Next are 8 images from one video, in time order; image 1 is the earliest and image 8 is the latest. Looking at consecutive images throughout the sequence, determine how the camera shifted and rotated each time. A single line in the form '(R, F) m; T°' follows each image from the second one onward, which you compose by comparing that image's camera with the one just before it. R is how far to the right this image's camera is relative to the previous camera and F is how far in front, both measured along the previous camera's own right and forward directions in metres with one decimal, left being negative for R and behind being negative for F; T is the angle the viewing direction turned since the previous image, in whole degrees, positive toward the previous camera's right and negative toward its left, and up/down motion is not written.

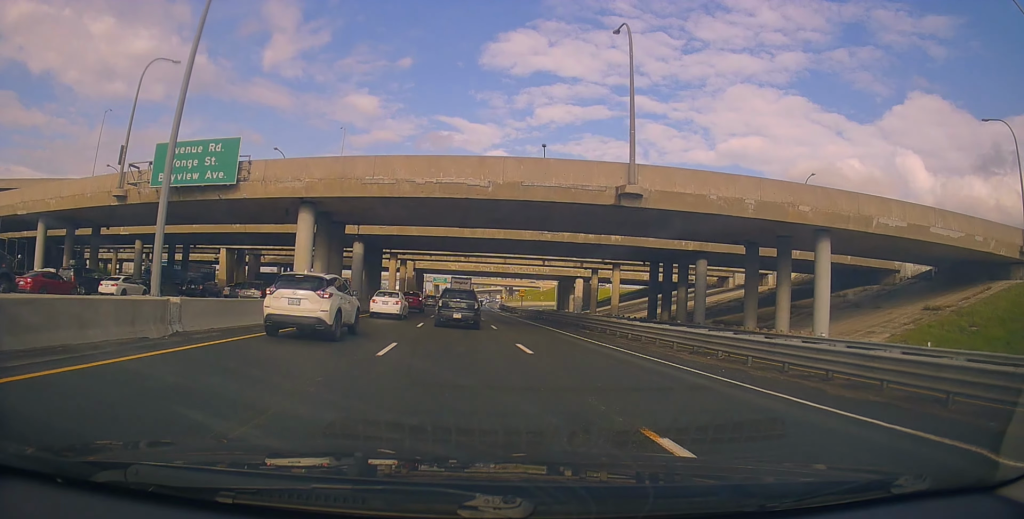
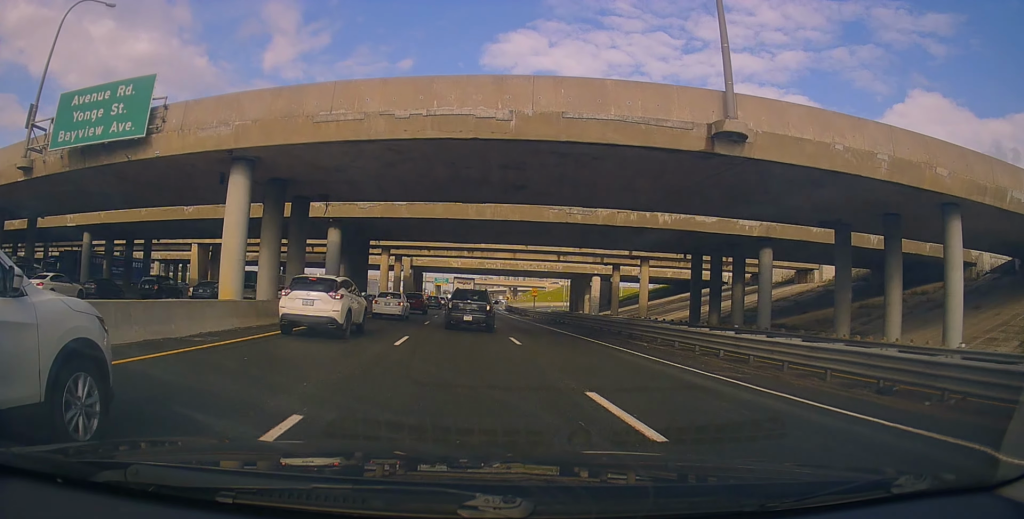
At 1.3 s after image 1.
(+0.1, +9.4) m; 0°
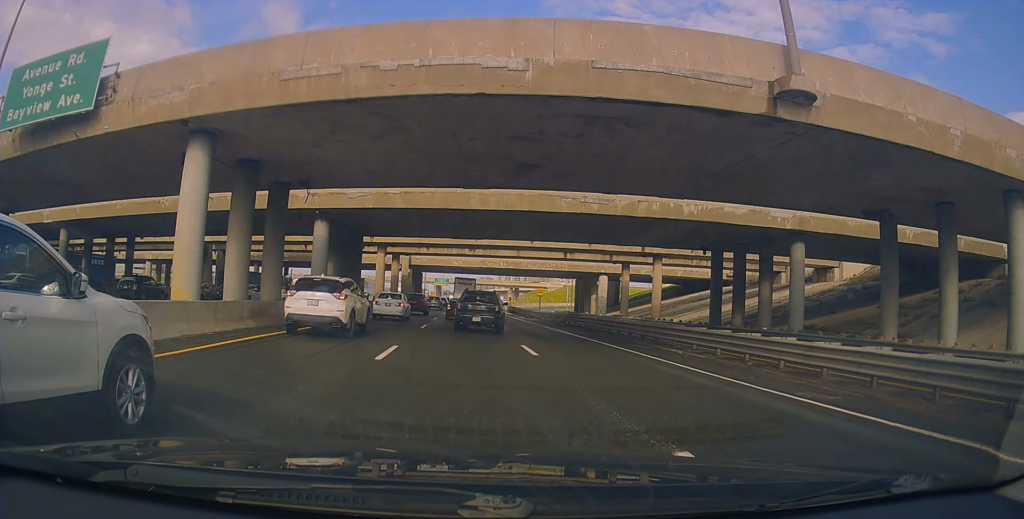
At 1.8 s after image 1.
(0.0, +3.6) m; 0°
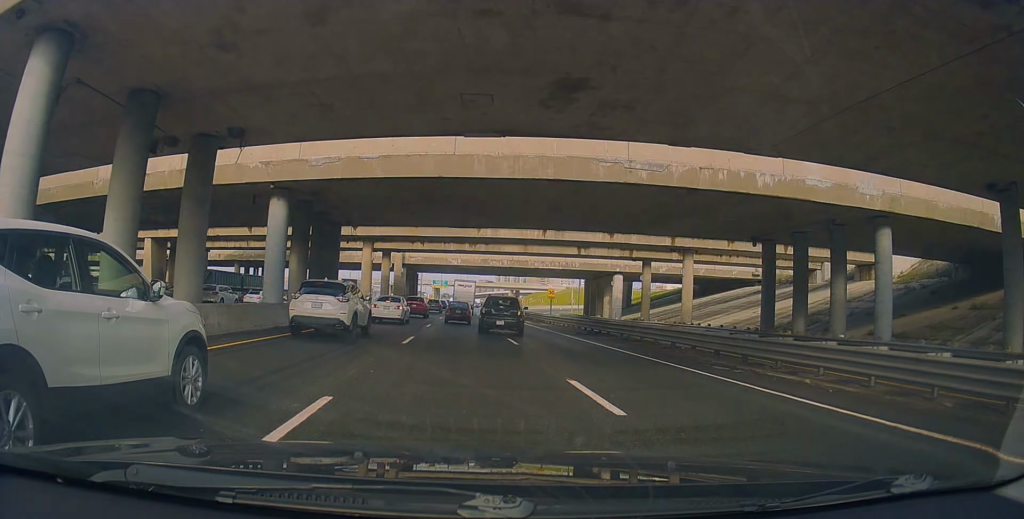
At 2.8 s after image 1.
(-0.1, +7.4) m; +2°
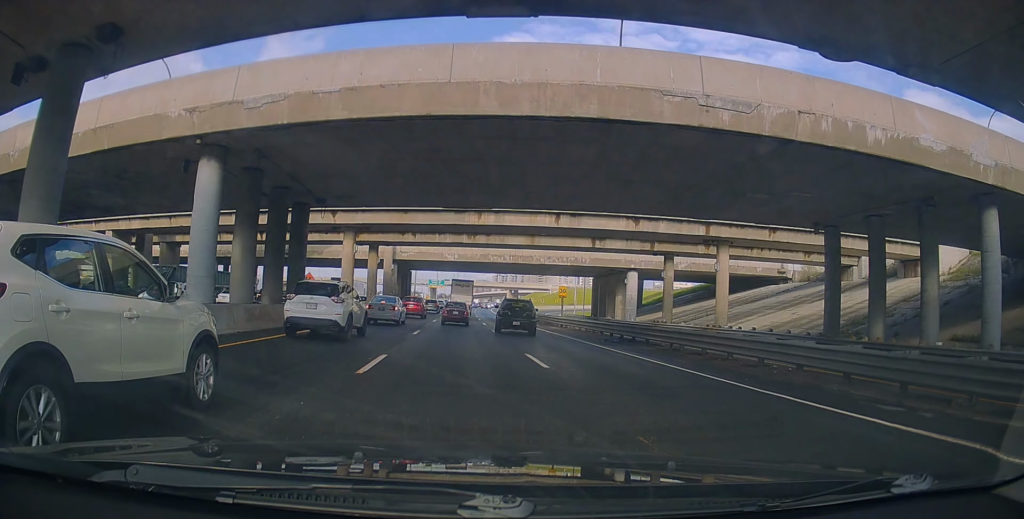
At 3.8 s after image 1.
(+0.3, +6.8) m; +5°
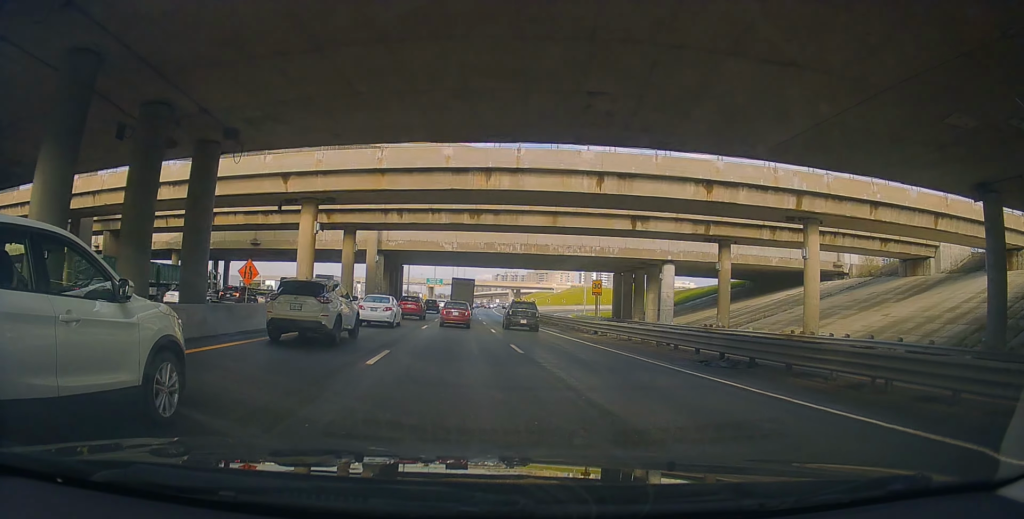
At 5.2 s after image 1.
(+0.6, +10.7) m; -3°
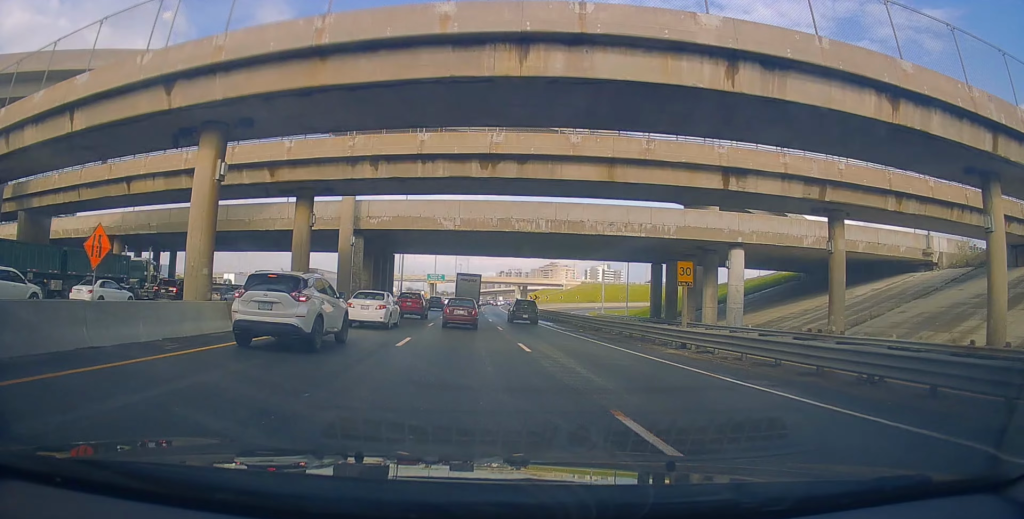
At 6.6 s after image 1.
(-1.2, +11.7) m; -7°
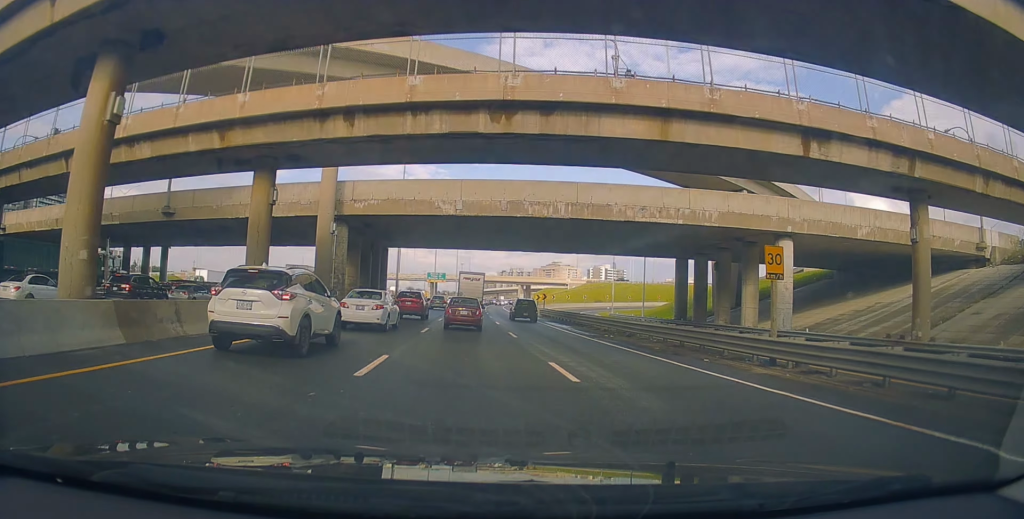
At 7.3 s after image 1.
(+0.4, +5.7) m; -4°
